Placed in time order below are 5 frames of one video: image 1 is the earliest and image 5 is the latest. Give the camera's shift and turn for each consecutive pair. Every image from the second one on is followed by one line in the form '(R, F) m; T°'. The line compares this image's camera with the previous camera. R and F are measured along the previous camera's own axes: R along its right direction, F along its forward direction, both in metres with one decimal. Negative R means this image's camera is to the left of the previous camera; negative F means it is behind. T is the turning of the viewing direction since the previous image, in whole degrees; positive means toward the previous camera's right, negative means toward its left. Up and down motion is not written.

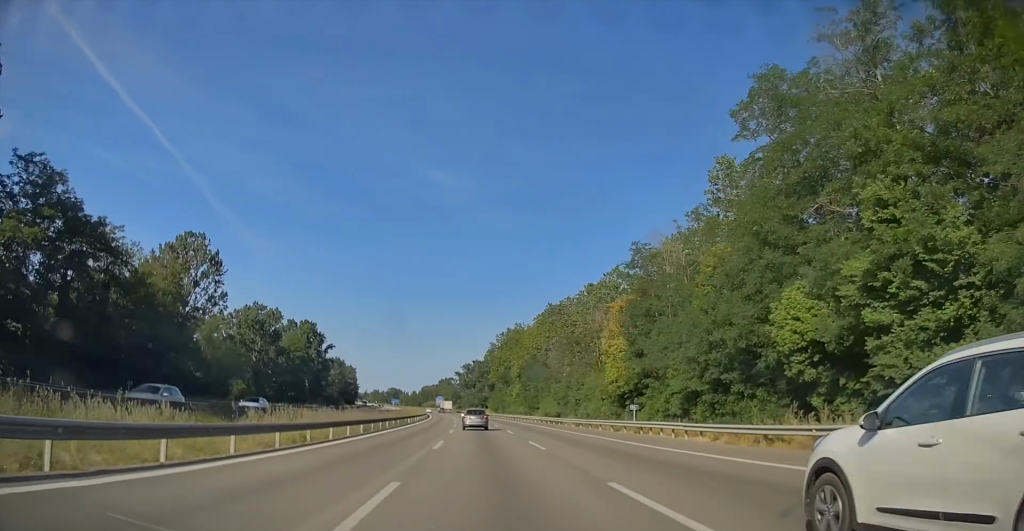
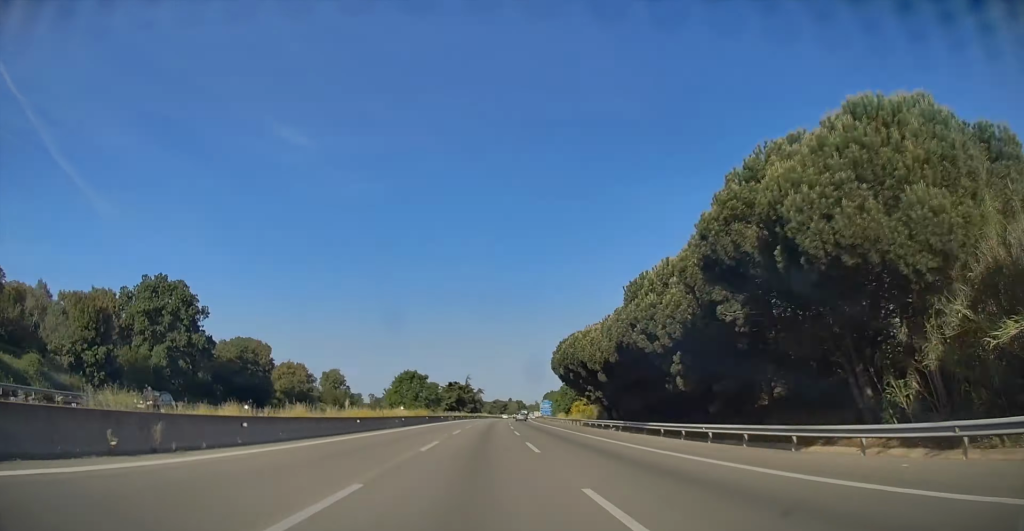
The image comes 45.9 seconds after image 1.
(+23.4, +1540.1) m; +20°
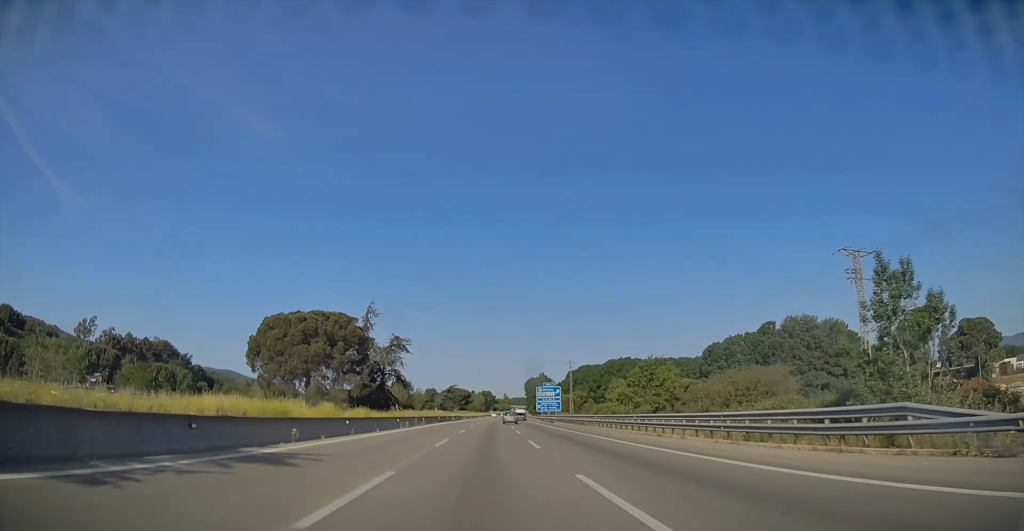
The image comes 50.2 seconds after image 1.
(+5.7, +144.4) m; +2°
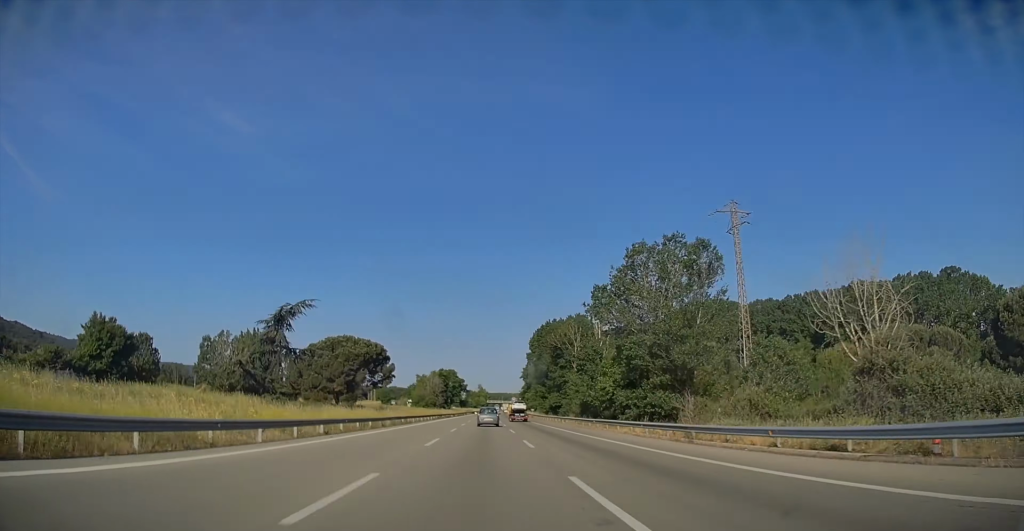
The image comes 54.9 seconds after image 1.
(+3.5, +162.0) m; +2°
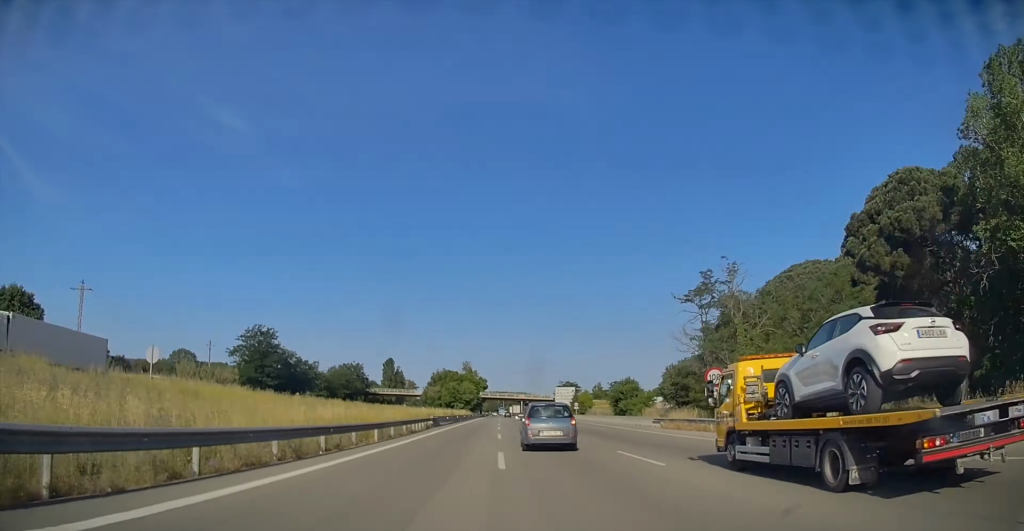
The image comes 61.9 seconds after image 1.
(+3.0, +233.2) m; +1°
